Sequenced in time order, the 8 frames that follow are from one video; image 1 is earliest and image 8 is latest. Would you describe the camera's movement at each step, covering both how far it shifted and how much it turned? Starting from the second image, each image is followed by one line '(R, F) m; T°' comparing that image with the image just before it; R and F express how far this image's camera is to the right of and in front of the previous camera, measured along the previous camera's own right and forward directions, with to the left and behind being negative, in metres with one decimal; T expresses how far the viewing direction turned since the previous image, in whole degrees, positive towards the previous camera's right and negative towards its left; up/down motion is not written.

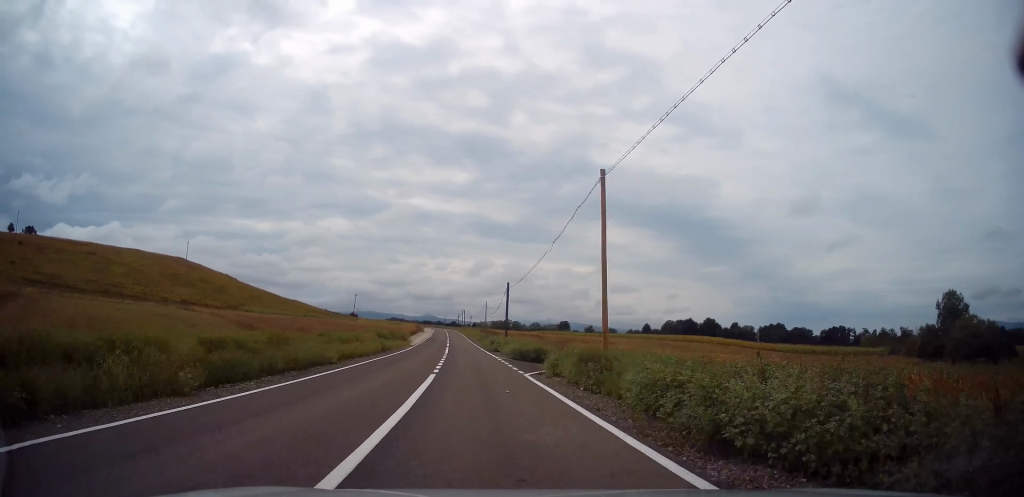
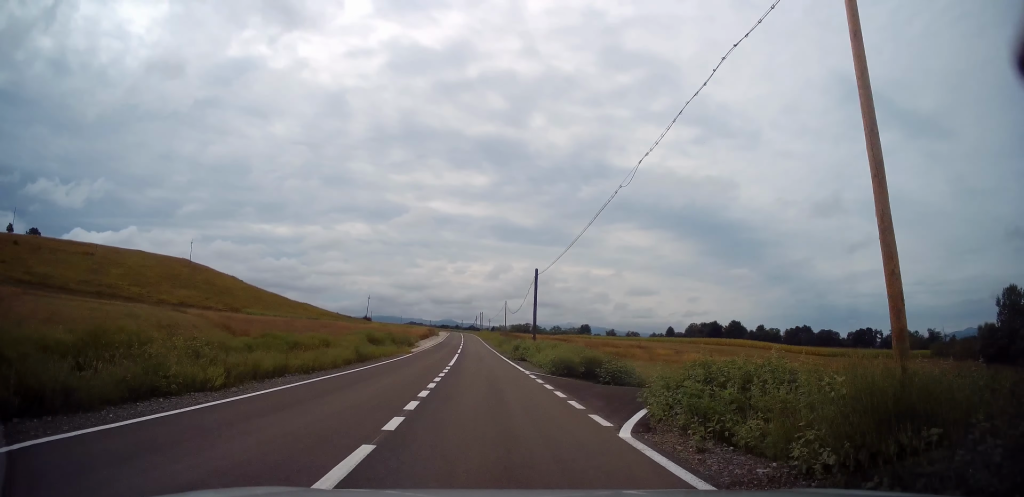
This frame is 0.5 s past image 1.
(-0.3, +11.4) m; -1°
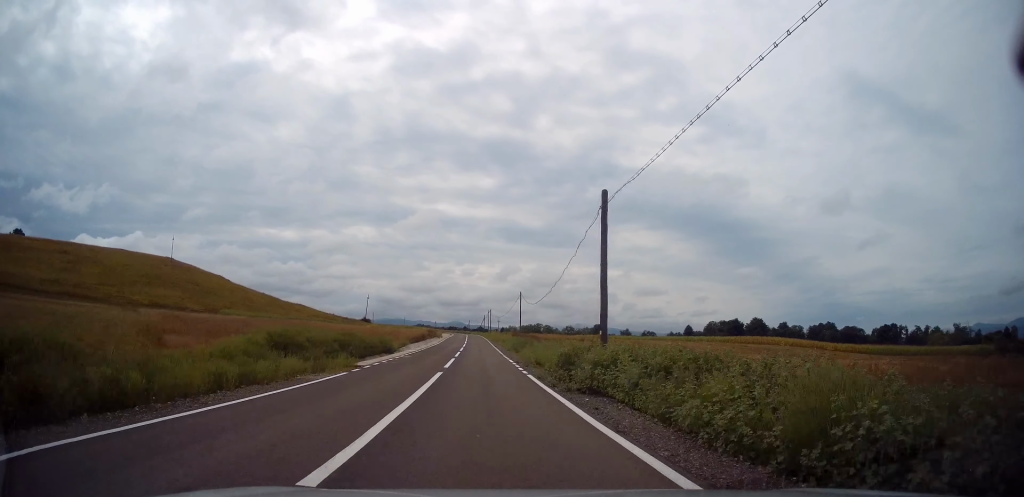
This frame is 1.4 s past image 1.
(-0.4, +19.4) m; -2°
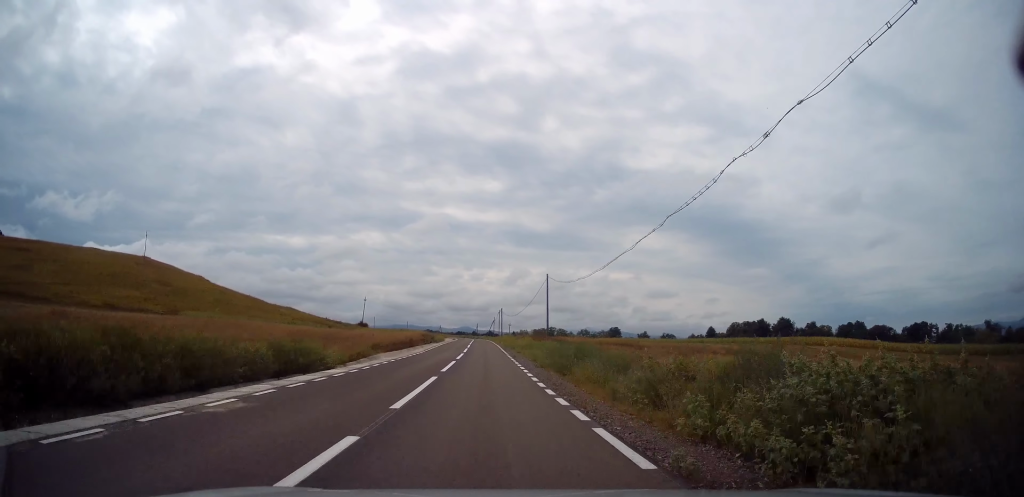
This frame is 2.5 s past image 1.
(-0.2, +22.5) m; -1°
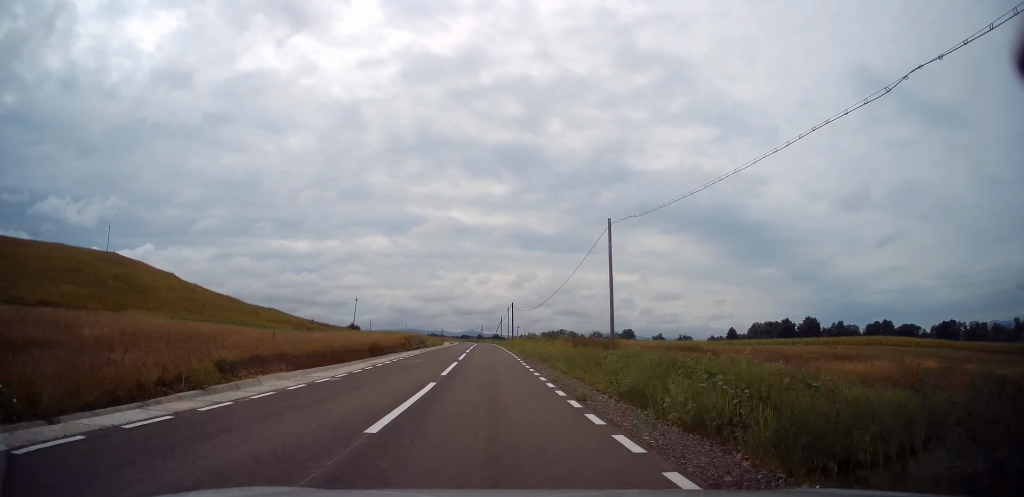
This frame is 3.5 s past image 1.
(-0.3, +22.6) m; -2°
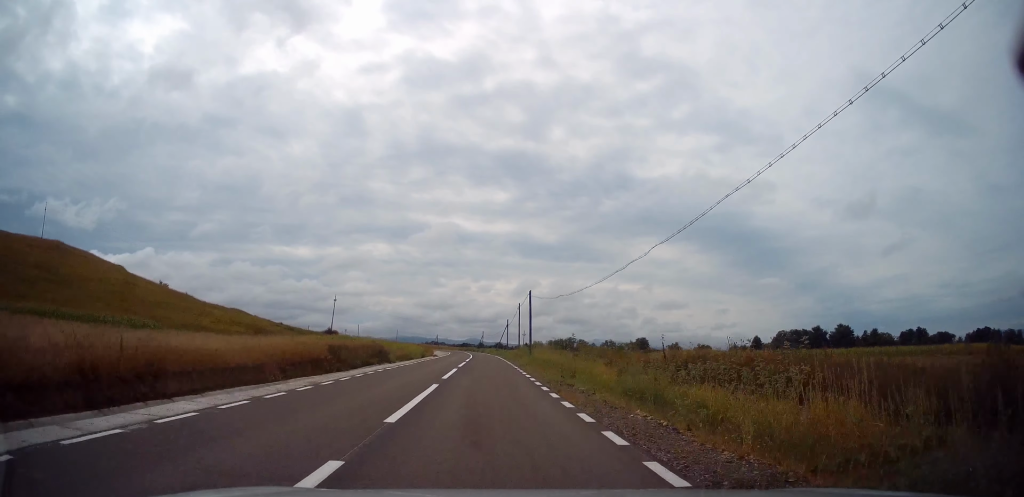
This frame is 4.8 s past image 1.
(-0.2, +29.4) m; 0°
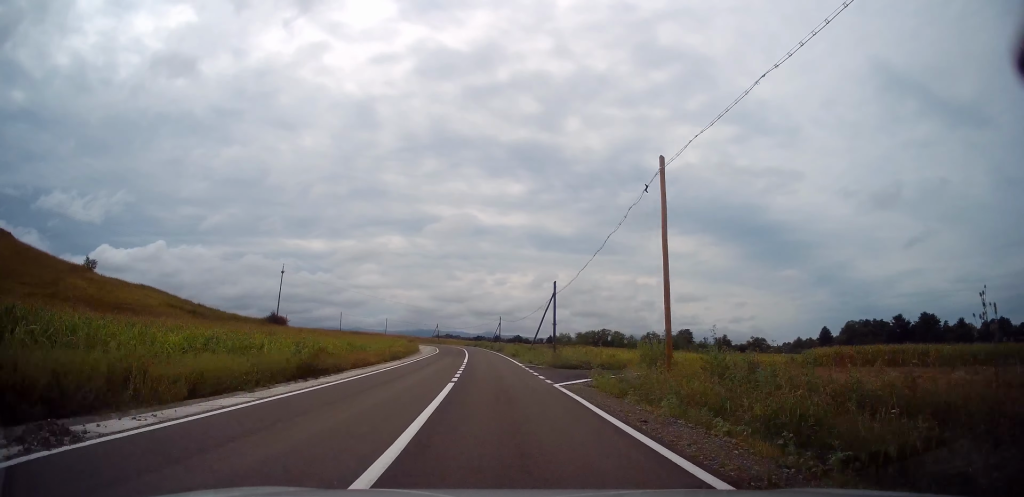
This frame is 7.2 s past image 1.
(-0.5, +53.0) m; -2°
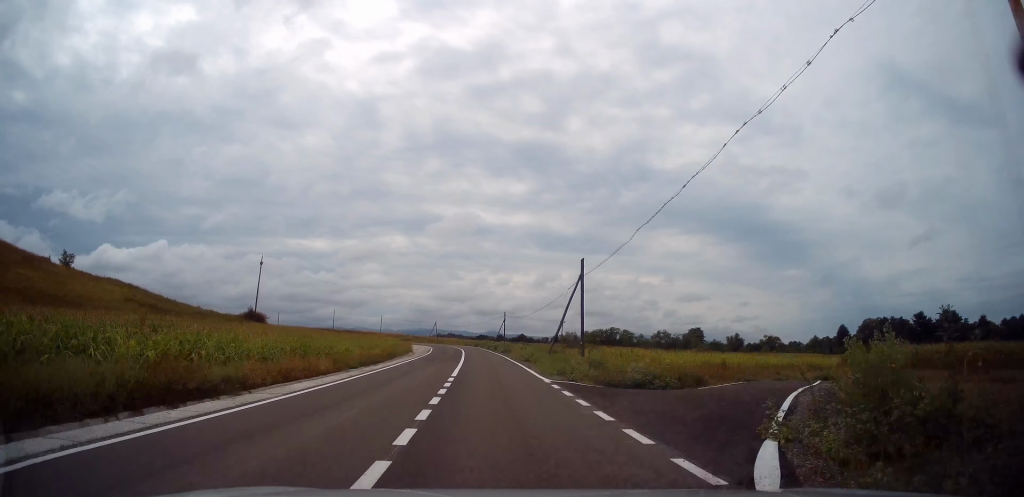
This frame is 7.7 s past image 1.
(-0.1, +12.1) m; 0°
